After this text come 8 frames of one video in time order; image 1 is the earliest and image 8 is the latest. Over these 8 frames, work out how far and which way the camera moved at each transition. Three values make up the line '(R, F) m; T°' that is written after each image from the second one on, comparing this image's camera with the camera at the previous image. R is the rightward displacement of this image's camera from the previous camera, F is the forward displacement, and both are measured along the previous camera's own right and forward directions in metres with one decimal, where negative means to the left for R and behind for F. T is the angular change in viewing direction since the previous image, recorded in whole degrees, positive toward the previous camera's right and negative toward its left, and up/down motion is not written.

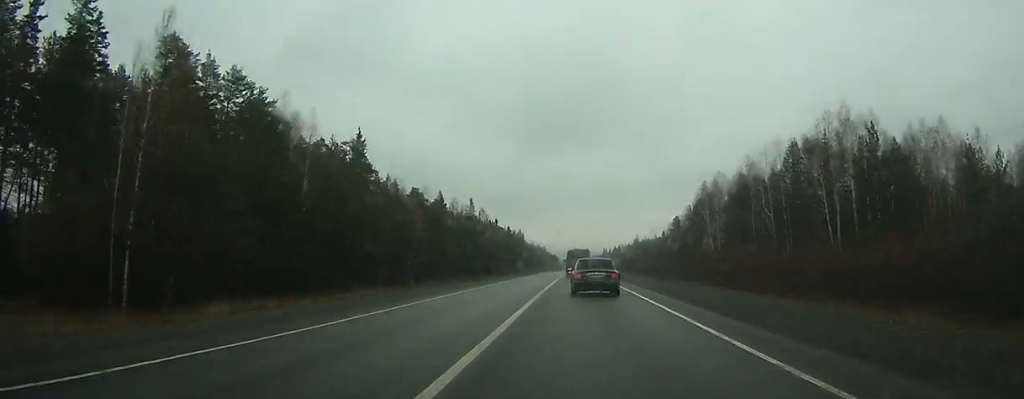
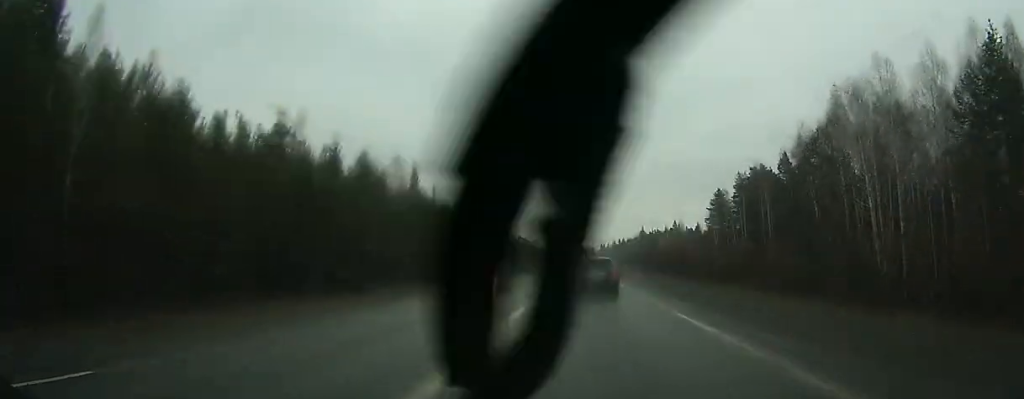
(+0.6, +65.1) m; +1°
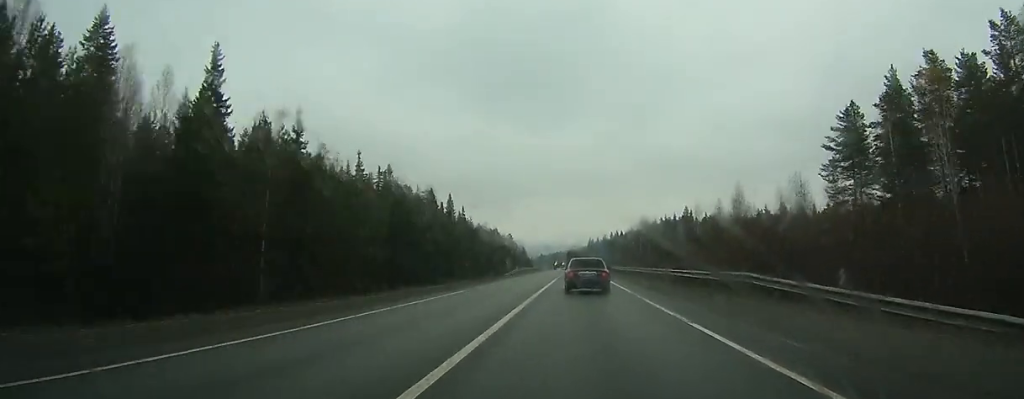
(+1.2, +72.9) m; +1°
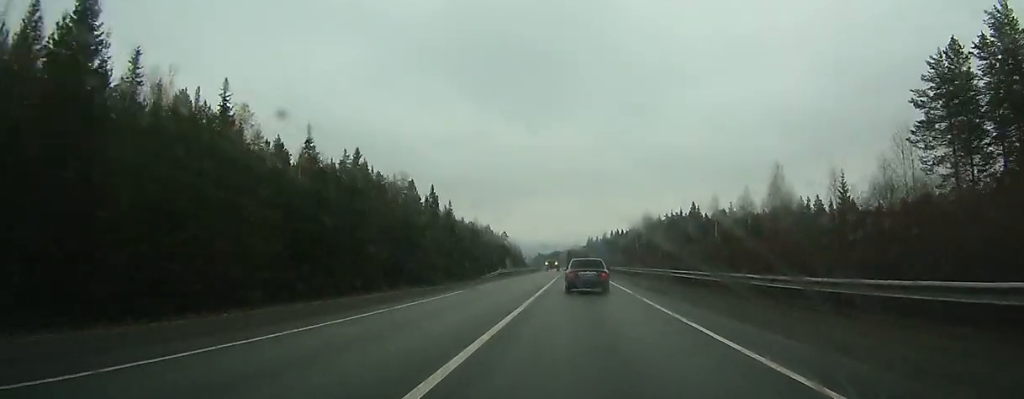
(+0.1, +19.6) m; 0°
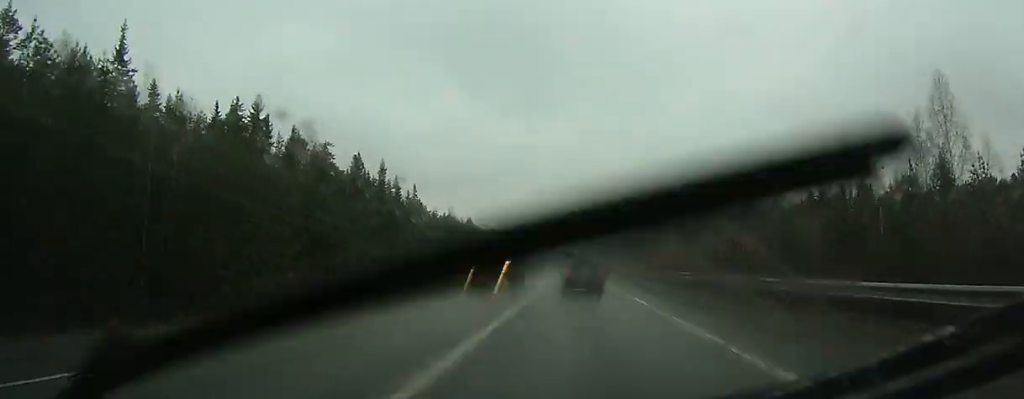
(+0.1, +37.7) m; 0°
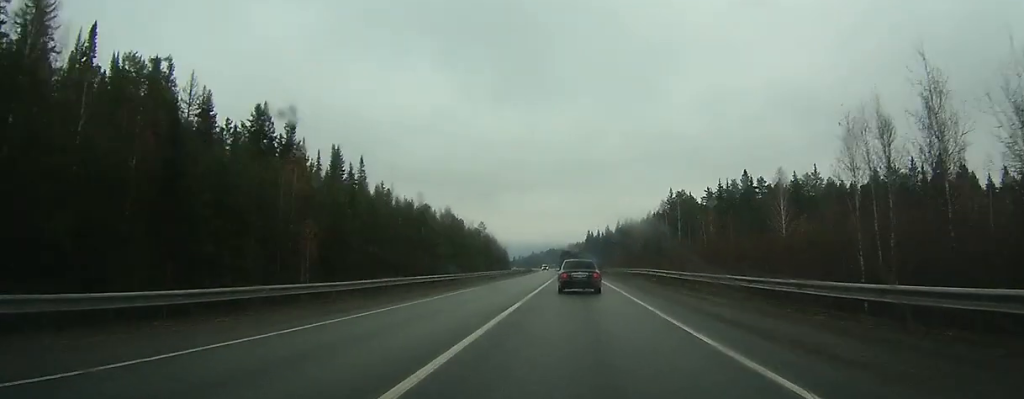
(-0.1, +39.2) m; -1°
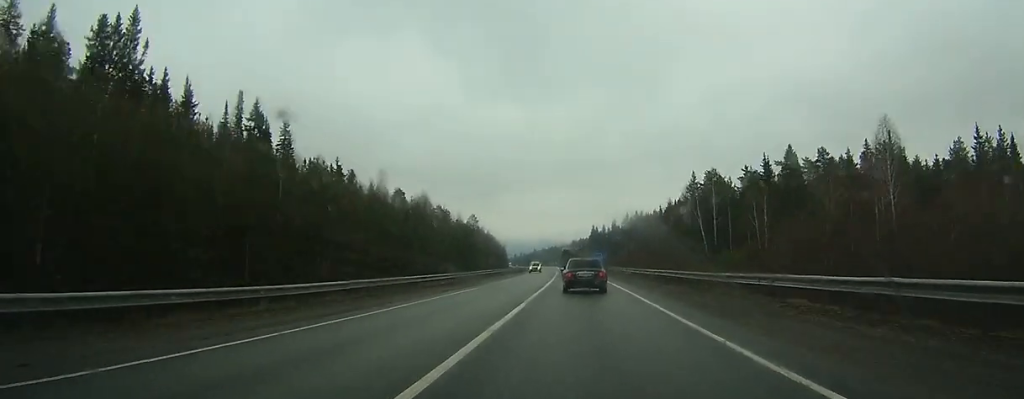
(-0.2, +31.9) m; 0°
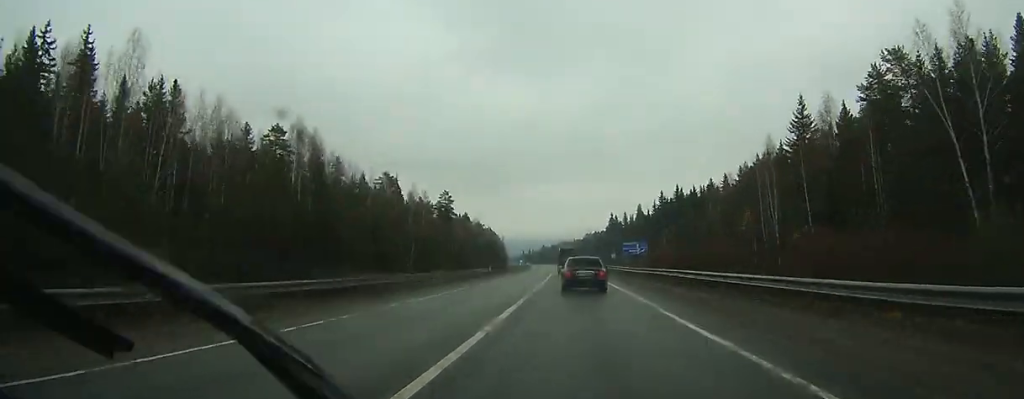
(-0.6, +72.1) m; -1°
